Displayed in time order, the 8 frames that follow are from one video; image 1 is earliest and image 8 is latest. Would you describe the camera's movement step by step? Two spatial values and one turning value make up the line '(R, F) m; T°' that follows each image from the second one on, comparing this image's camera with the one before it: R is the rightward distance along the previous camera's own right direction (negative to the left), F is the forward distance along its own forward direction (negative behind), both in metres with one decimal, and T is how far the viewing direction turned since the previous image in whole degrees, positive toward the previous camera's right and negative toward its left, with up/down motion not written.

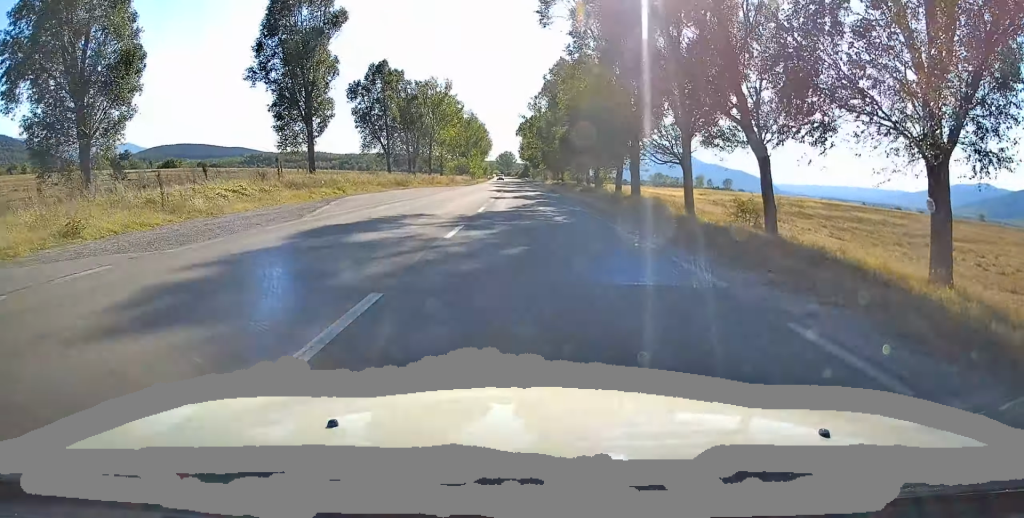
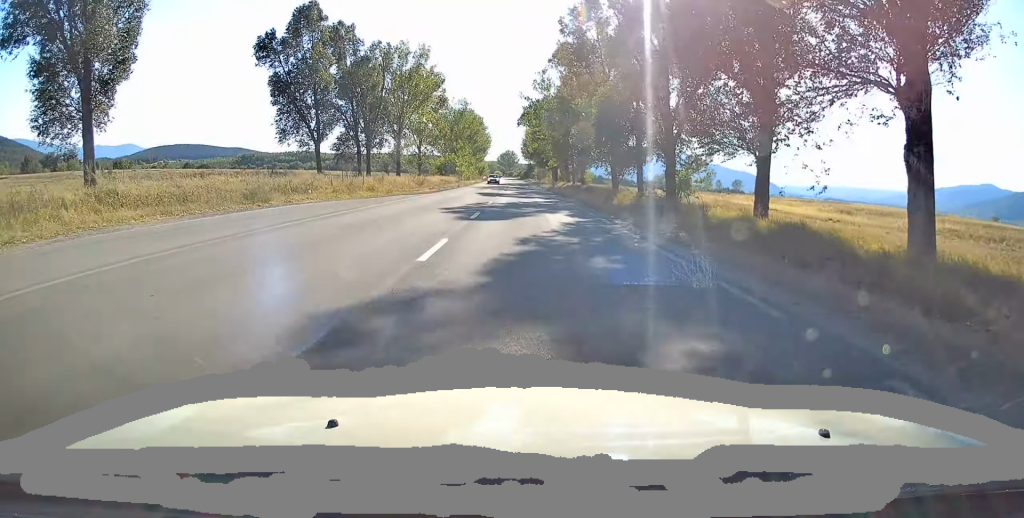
(-0.4, +30.3) m; 0°
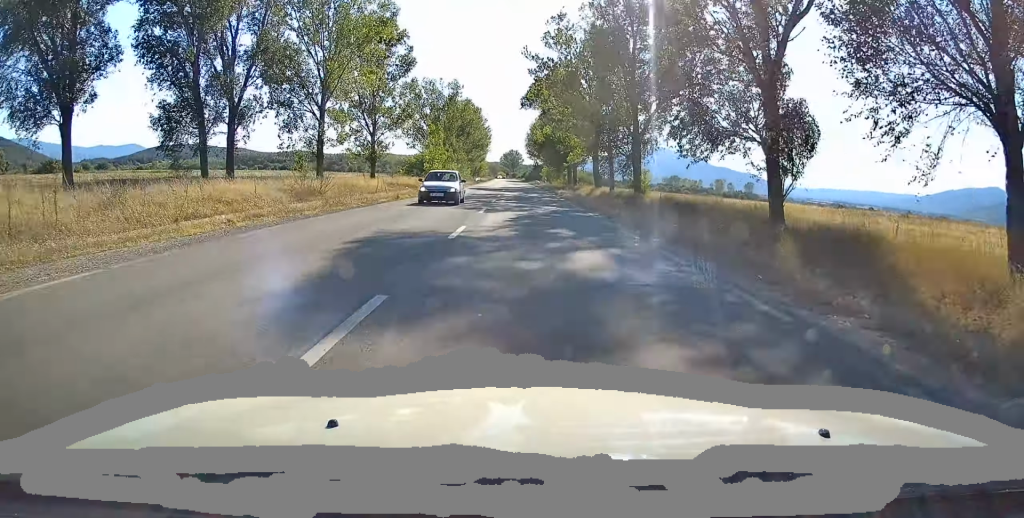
(+0.6, +32.7) m; 0°
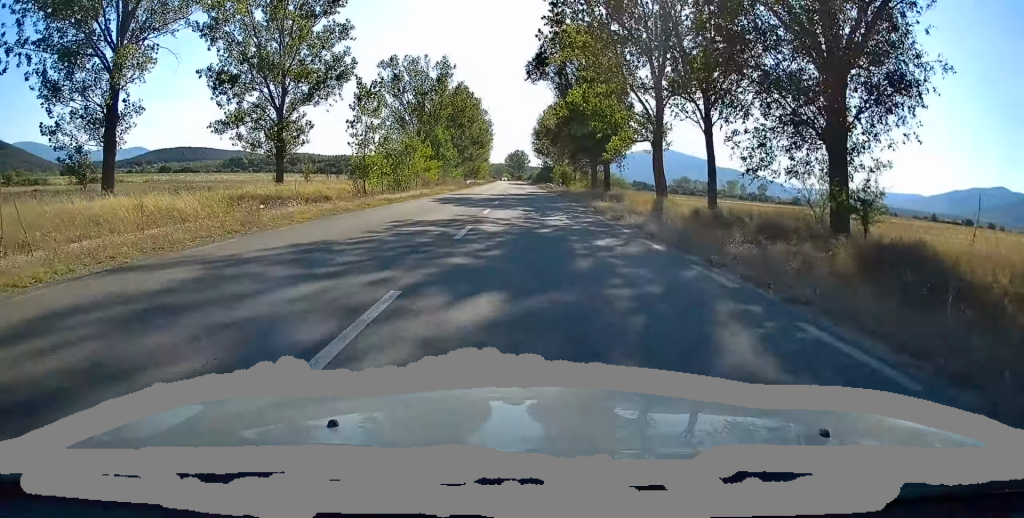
(-0.5, +26.5) m; -1°
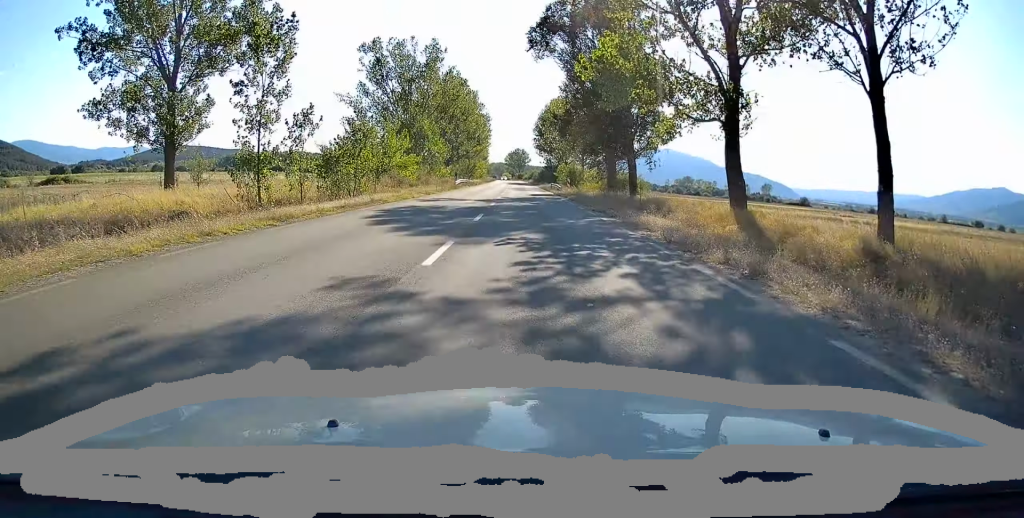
(+0.1, +12.9) m; 0°
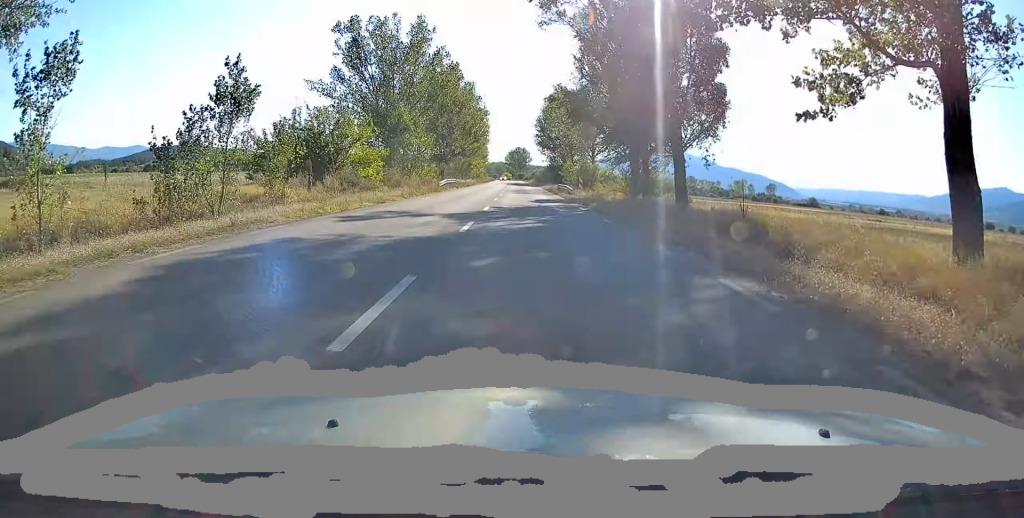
(0.0, +13.0) m; 0°
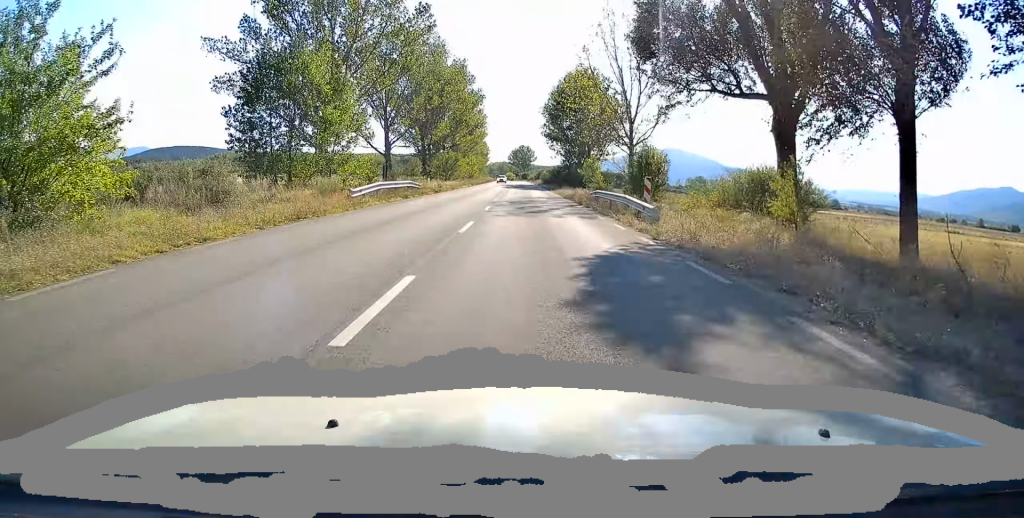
(-0.2, +26.7) m; -1°
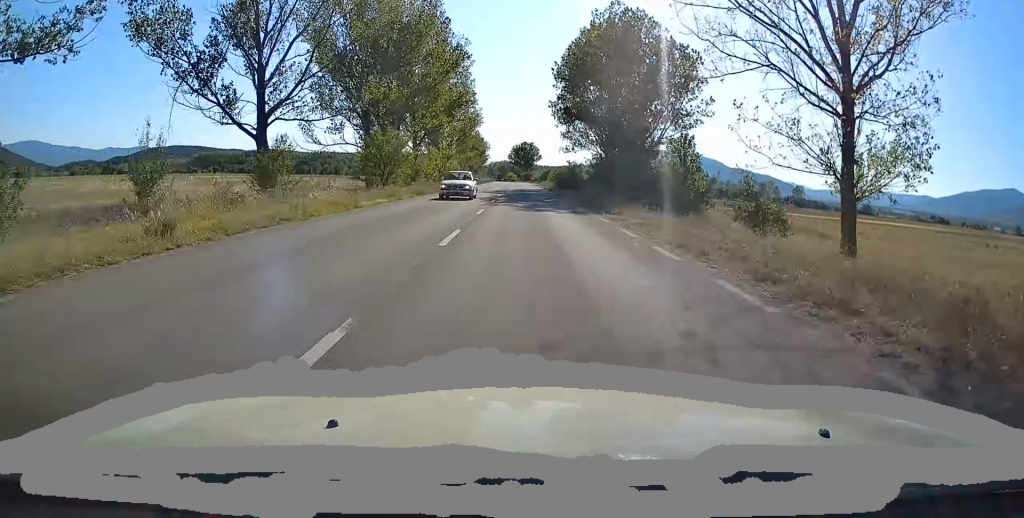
(+0.2, +38.4) m; 0°
